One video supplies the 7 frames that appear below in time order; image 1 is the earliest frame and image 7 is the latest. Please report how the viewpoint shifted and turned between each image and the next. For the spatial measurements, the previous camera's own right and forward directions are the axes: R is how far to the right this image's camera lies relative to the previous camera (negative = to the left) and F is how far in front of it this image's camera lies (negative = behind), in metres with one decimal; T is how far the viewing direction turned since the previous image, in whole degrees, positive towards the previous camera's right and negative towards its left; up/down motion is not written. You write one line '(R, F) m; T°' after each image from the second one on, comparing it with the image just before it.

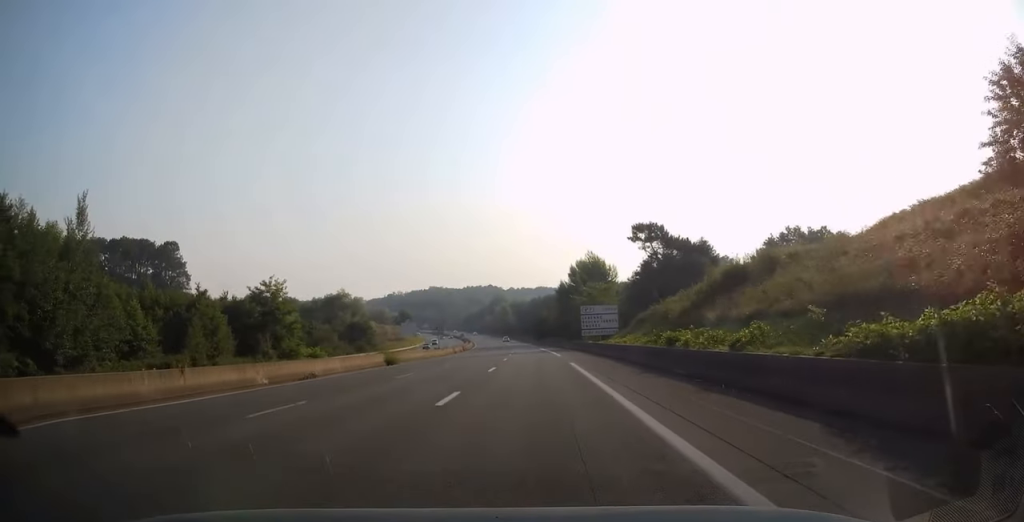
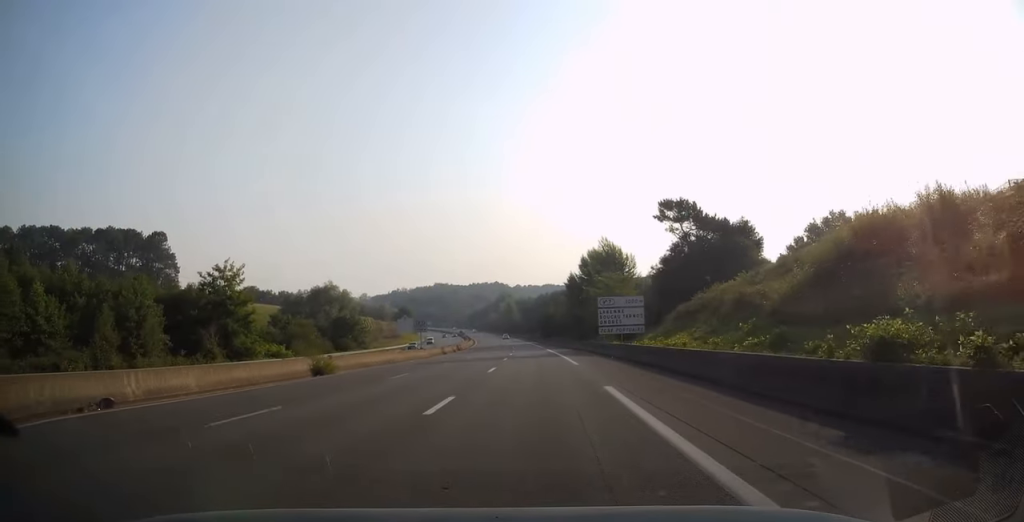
(-0.1, +14.5) m; -1°
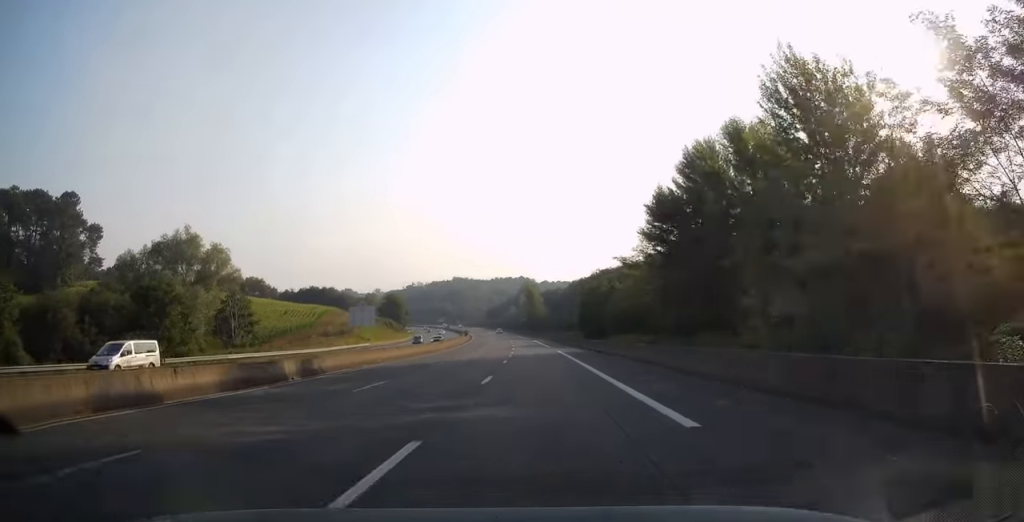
(-1.3, +70.8) m; -2°
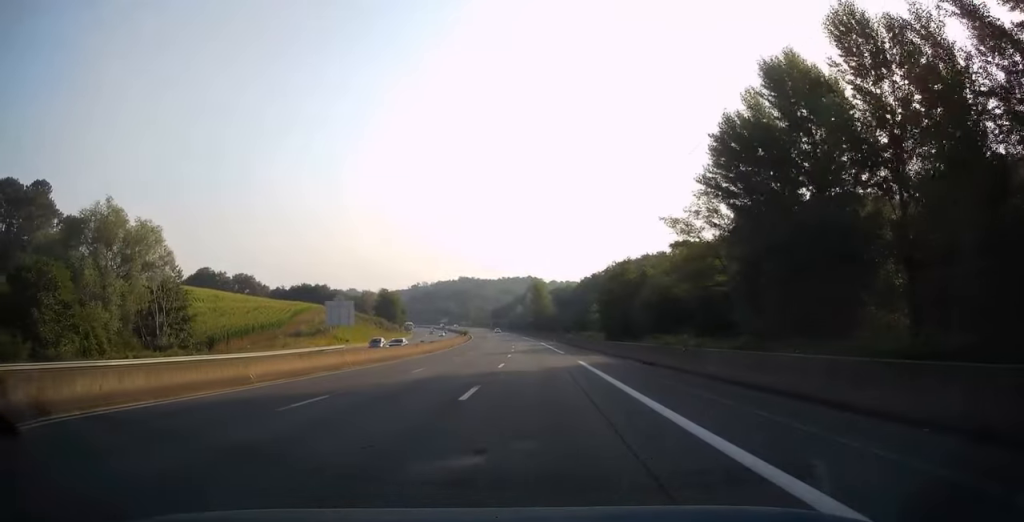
(-0.1, +17.9) m; -1°
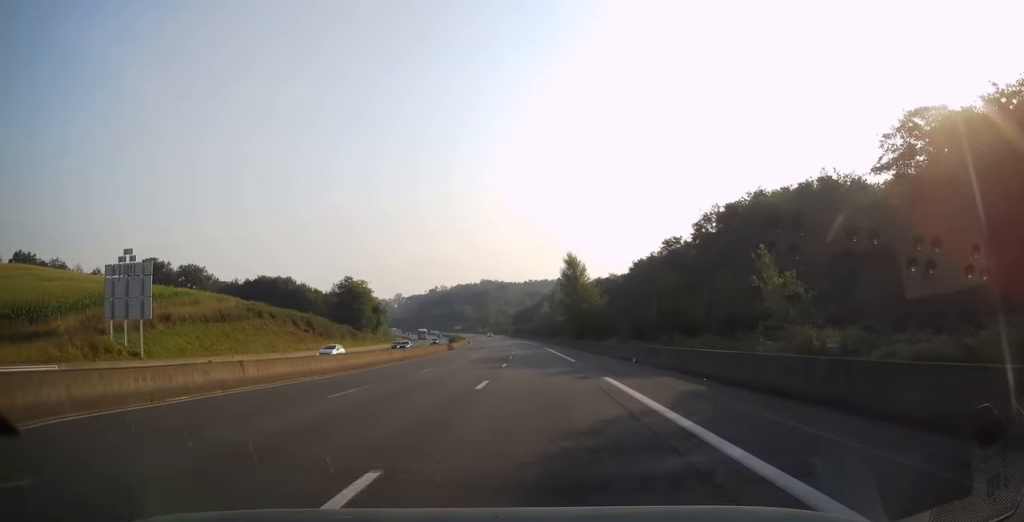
(-1.7, +61.9) m; -3°
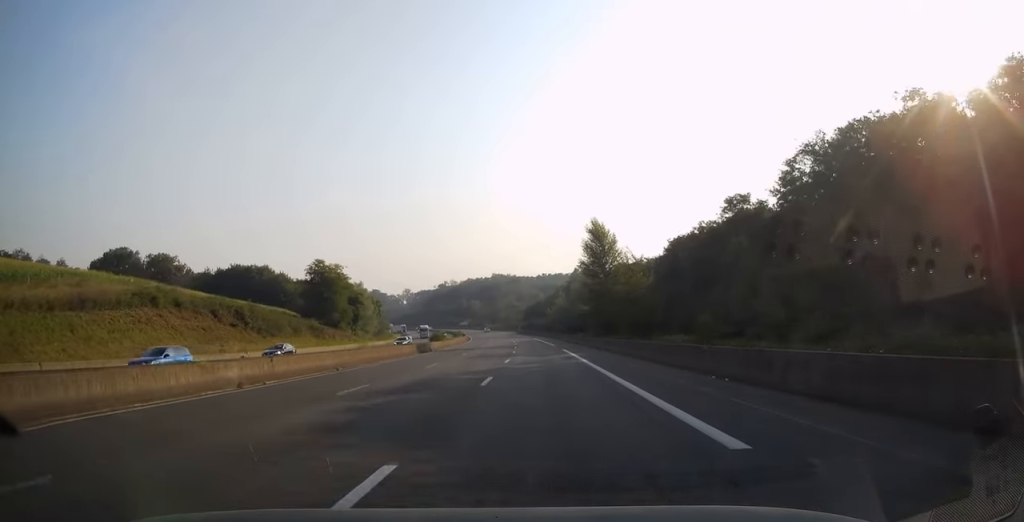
(-0.2, +25.7) m; -1°
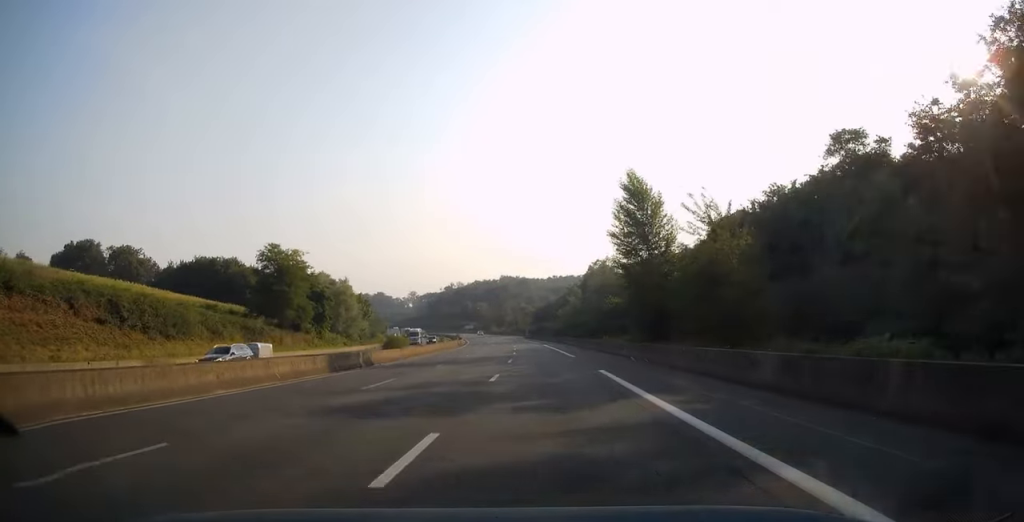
(-0.1, +23.7) m; -1°
